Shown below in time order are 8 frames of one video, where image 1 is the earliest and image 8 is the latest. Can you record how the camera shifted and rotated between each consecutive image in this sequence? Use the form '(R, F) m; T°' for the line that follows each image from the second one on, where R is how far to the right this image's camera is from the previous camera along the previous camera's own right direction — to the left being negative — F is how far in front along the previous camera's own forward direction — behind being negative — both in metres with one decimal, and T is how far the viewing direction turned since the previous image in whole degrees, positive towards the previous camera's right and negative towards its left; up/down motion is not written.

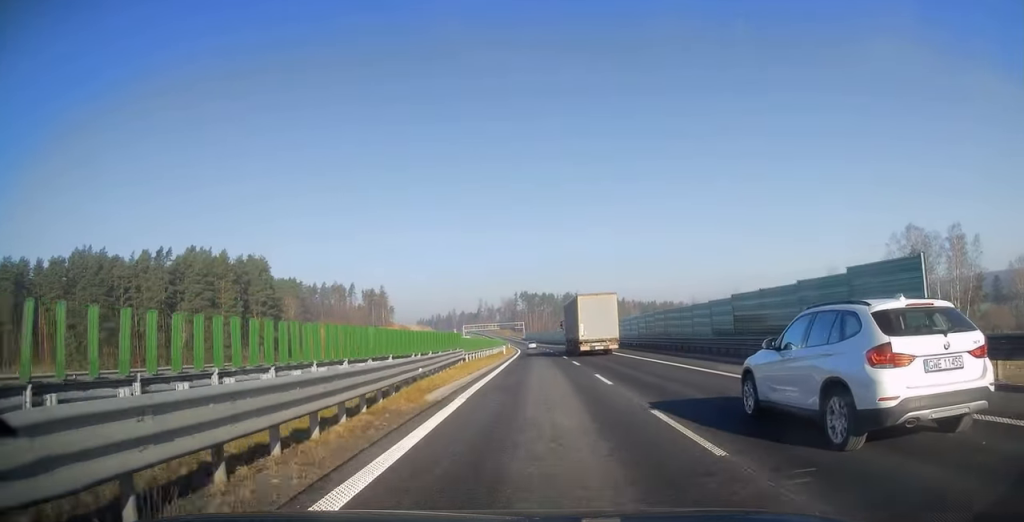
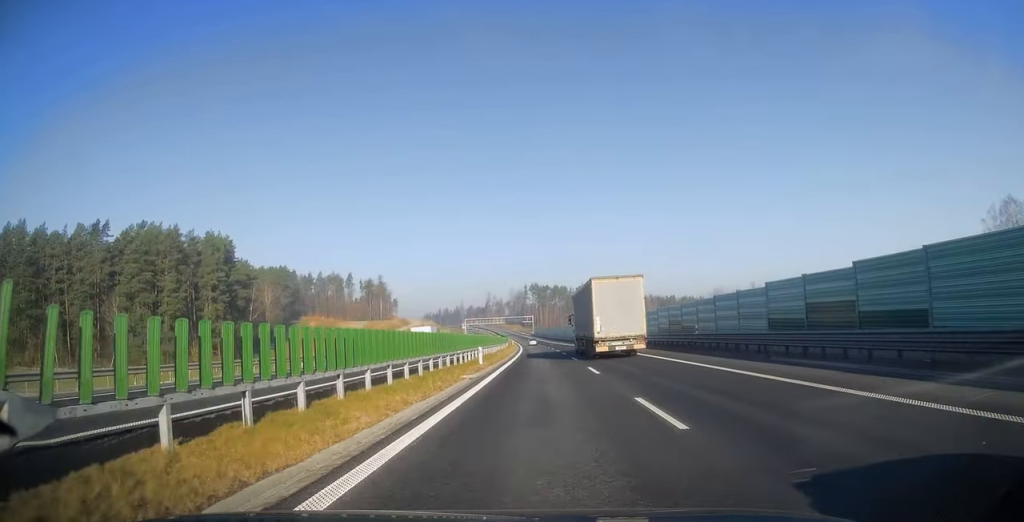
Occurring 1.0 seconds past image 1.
(-0.4, +32.0) m; -1°
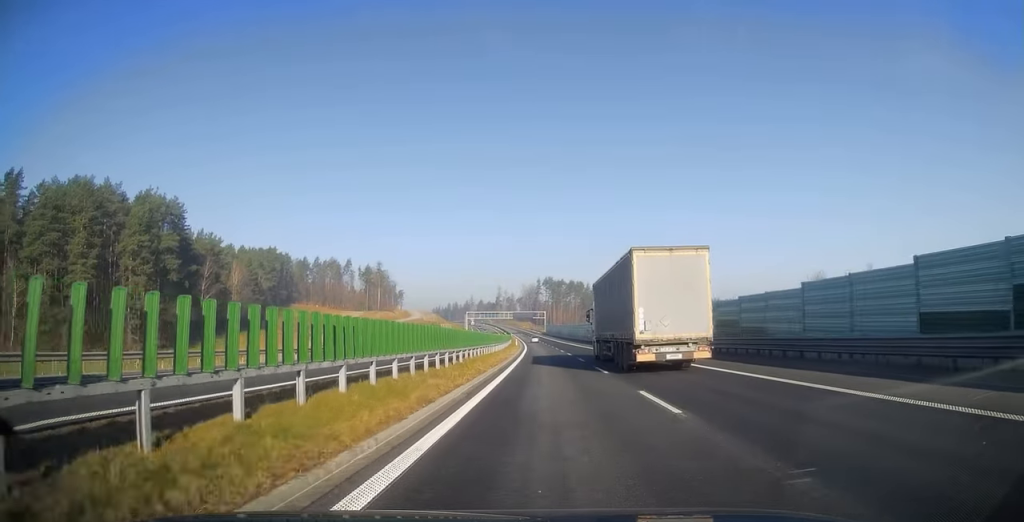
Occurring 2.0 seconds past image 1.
(-0.3, +34.6) m; -1°
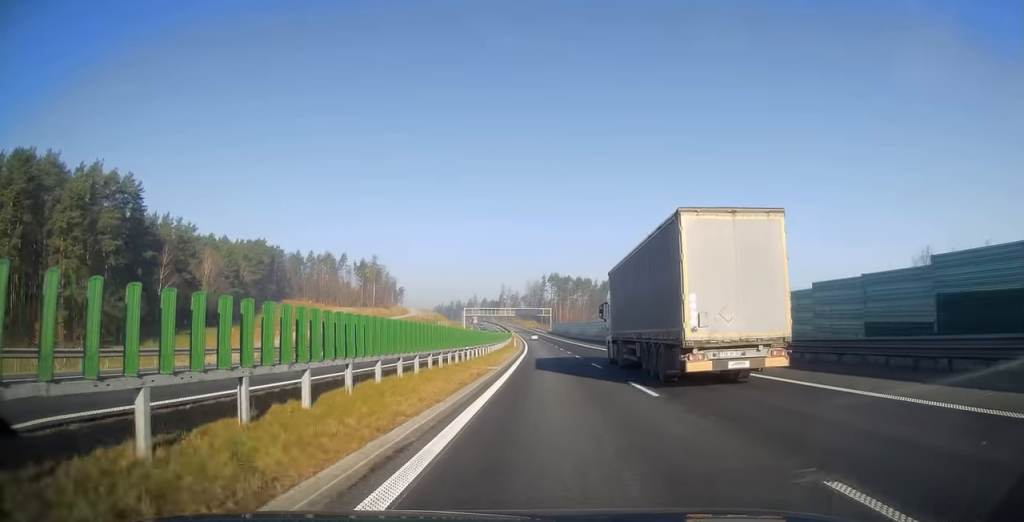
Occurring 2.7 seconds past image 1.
(-0.1, +20.4) m; -1°
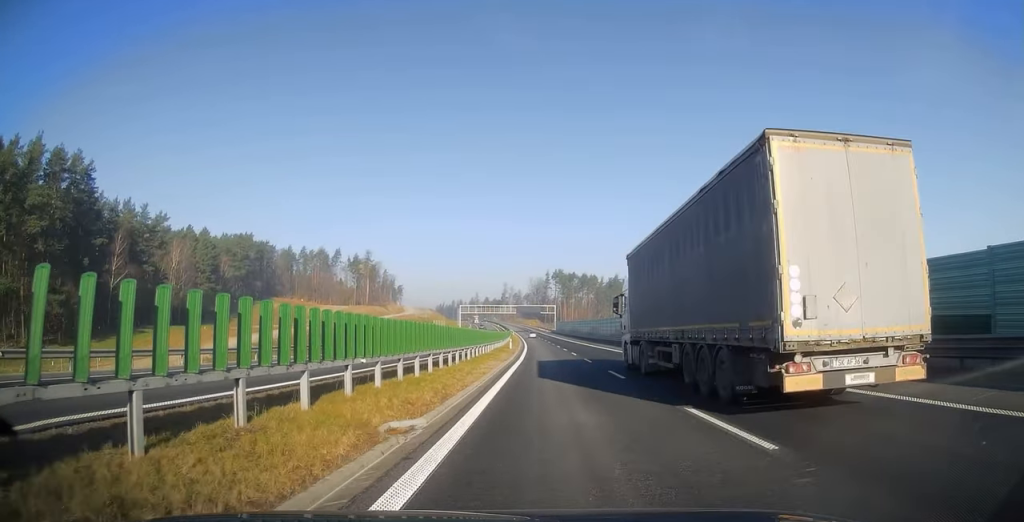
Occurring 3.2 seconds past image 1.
(-0.2, +18.3) m; 0°
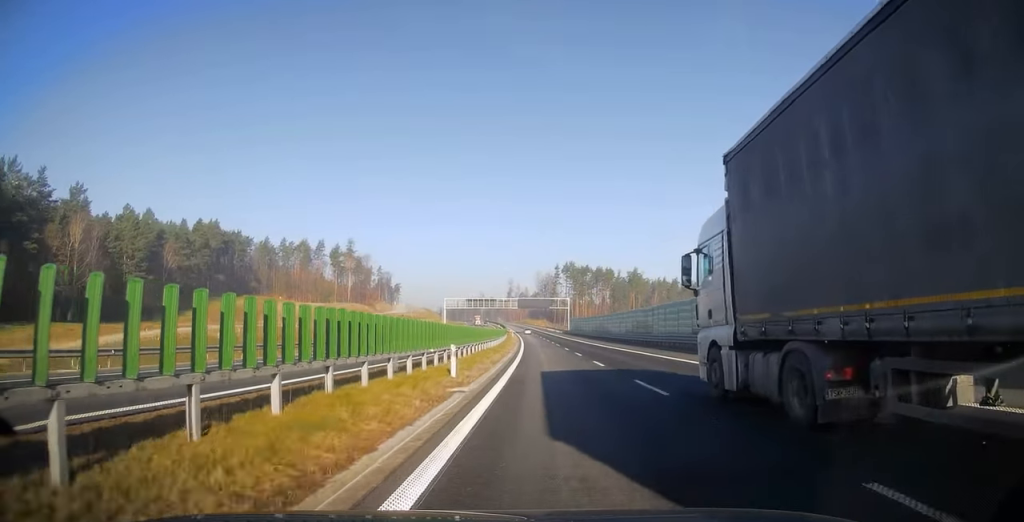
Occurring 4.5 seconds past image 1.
(-0.1, +41.6) m; -1°
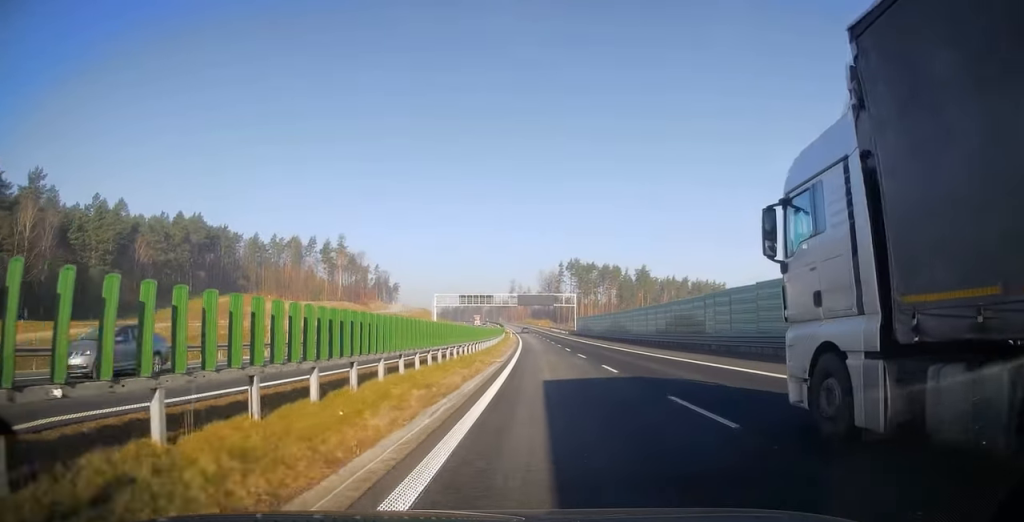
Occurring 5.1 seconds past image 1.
(-0.2, +16.5) m; 0°
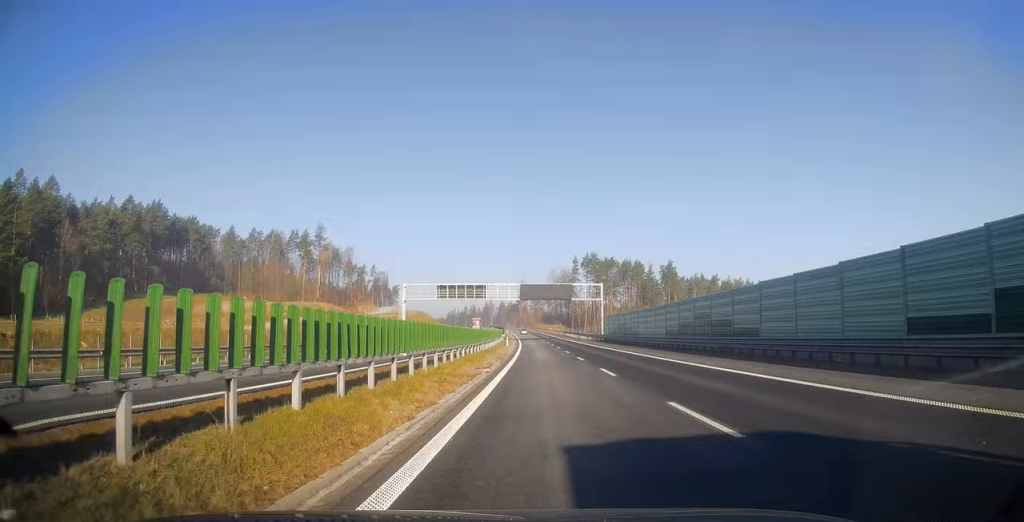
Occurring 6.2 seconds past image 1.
(-0.2, +36.4) m; -1°
